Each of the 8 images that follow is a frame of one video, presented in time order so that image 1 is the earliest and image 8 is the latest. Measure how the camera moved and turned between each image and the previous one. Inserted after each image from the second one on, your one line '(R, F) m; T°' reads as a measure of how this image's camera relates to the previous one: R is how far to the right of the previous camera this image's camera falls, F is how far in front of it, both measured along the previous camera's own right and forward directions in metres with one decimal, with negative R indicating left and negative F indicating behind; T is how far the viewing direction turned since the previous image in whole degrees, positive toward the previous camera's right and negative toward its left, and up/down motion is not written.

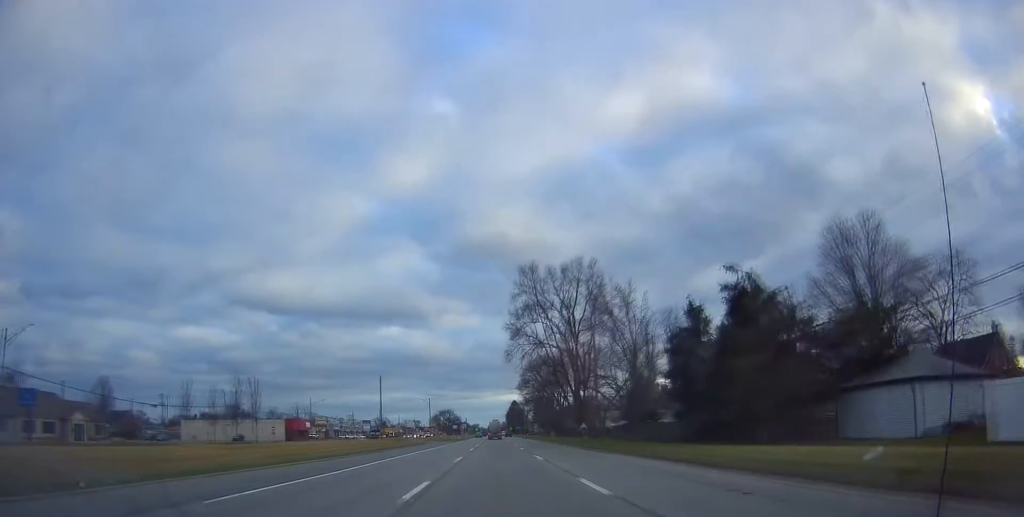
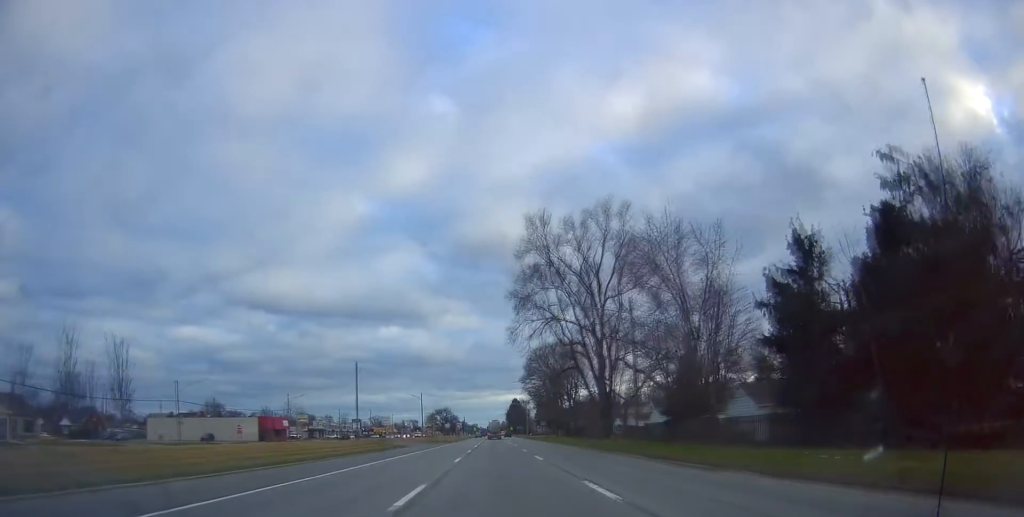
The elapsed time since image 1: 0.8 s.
(-0.1, +16.8) m; -1°
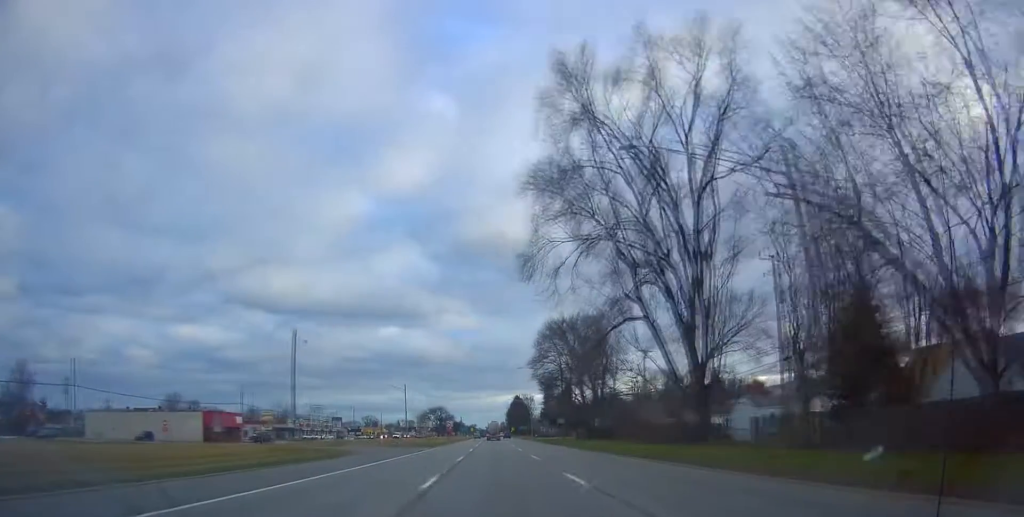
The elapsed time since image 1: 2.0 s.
(-0.6, +25.8) m; 0°
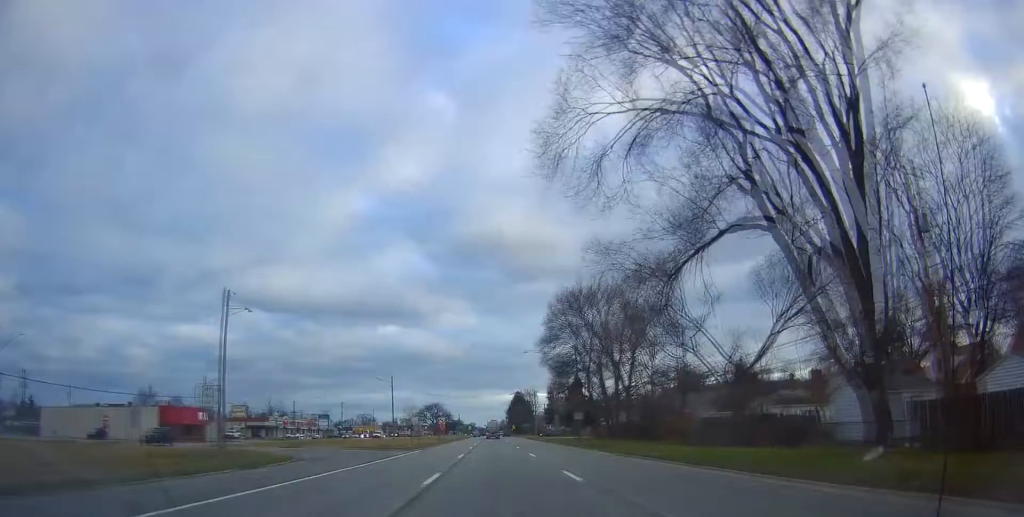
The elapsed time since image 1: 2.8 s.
(+0.4, +15.3) m; 0°
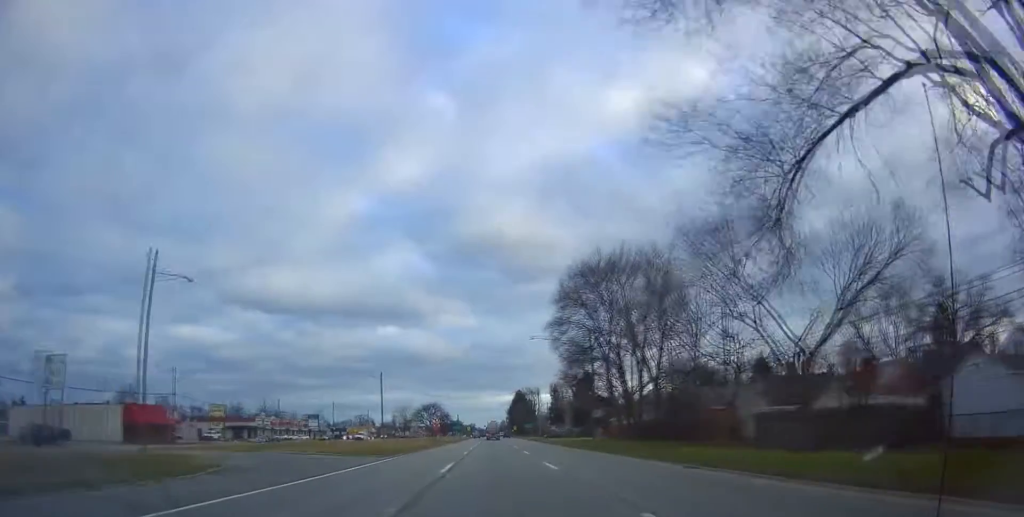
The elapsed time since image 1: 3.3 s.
(+0.3, +10.5) m; 0°
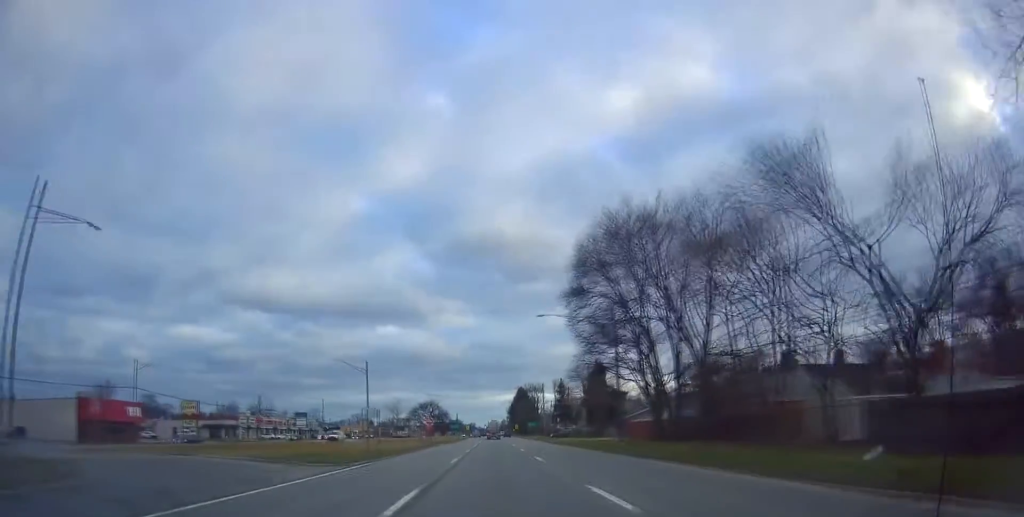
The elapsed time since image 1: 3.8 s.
(-0.4, +11.0) m; 0°
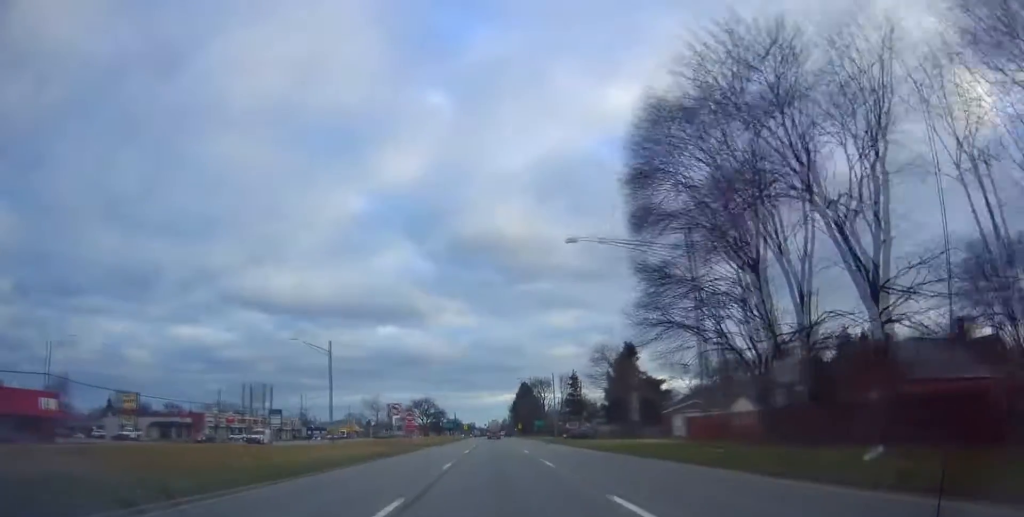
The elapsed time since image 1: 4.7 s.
(+0.1, +19.2) m; +1°
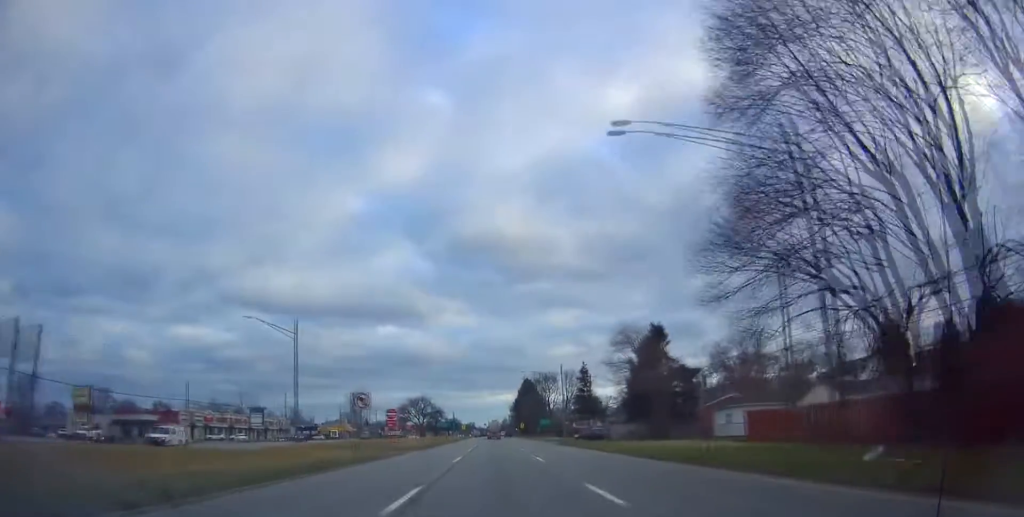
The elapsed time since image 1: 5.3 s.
(+0.3, +11.6) m; 0°
